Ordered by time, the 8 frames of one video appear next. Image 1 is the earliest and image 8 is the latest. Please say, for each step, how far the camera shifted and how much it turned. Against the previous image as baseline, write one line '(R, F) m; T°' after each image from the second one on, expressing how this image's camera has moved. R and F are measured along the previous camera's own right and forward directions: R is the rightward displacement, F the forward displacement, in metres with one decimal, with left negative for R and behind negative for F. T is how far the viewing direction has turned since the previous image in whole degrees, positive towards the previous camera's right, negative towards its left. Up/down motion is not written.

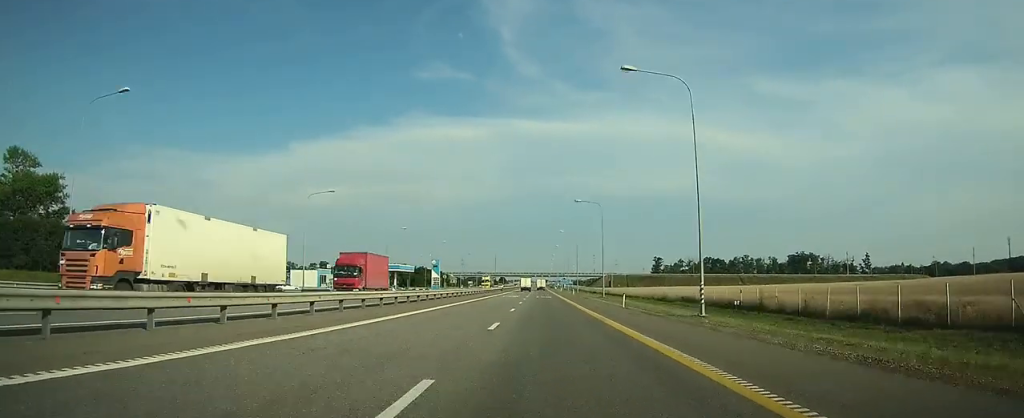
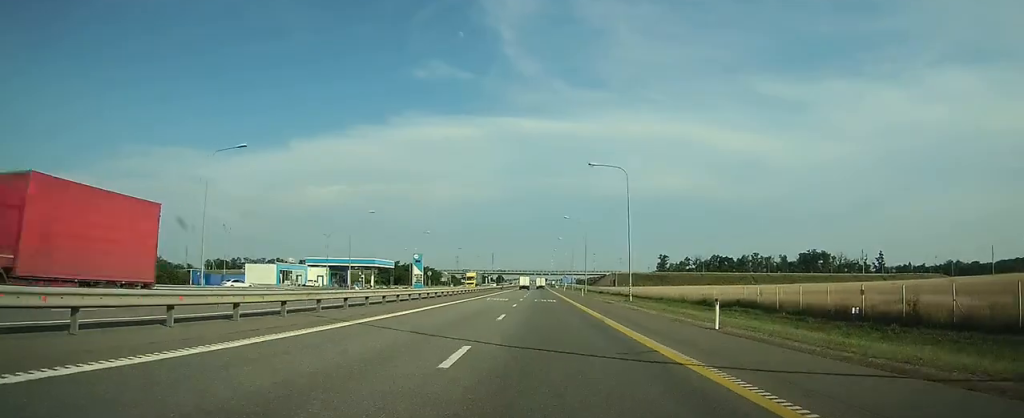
(0.0, +20.3) m; 0°
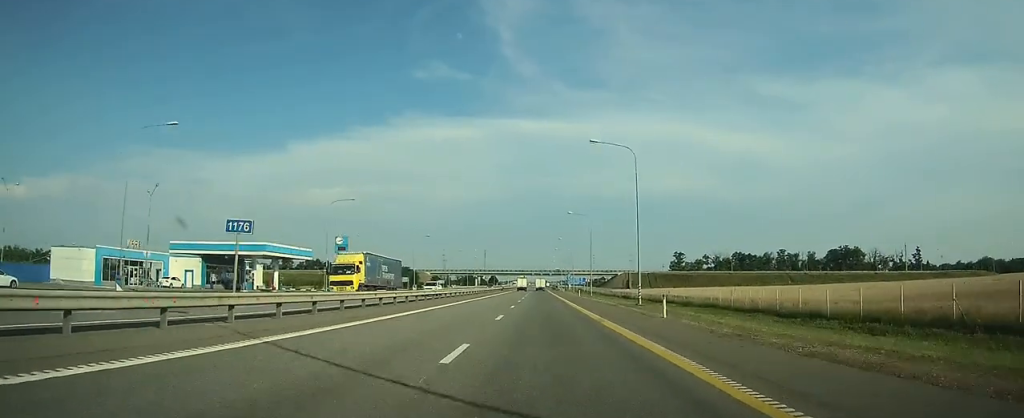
(+0.2, +48.2) m; 0°
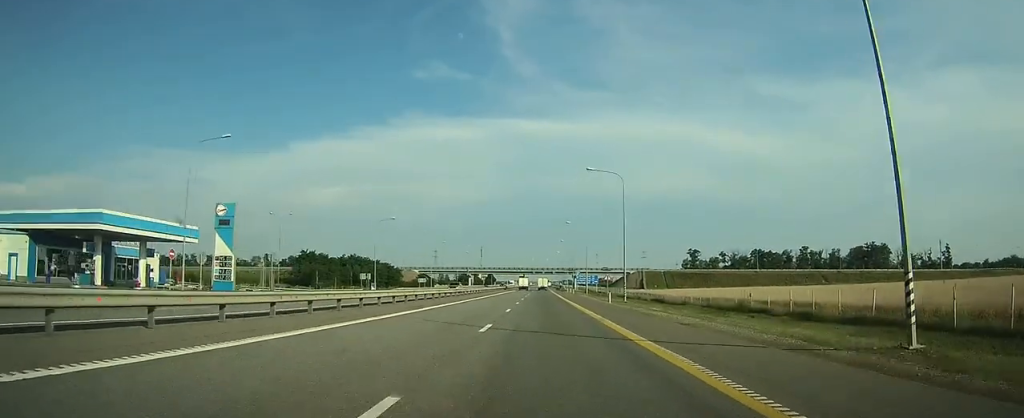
(0.0, +30.6) m; 0°
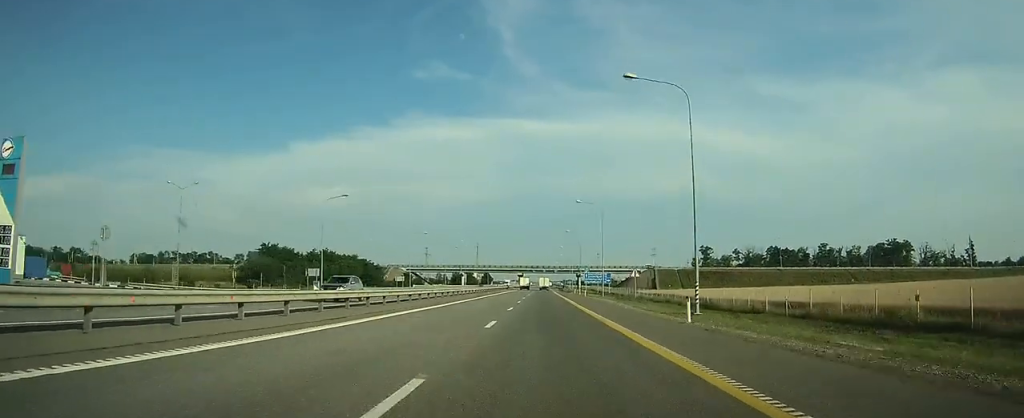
(0.0, +23.1) m; 0°
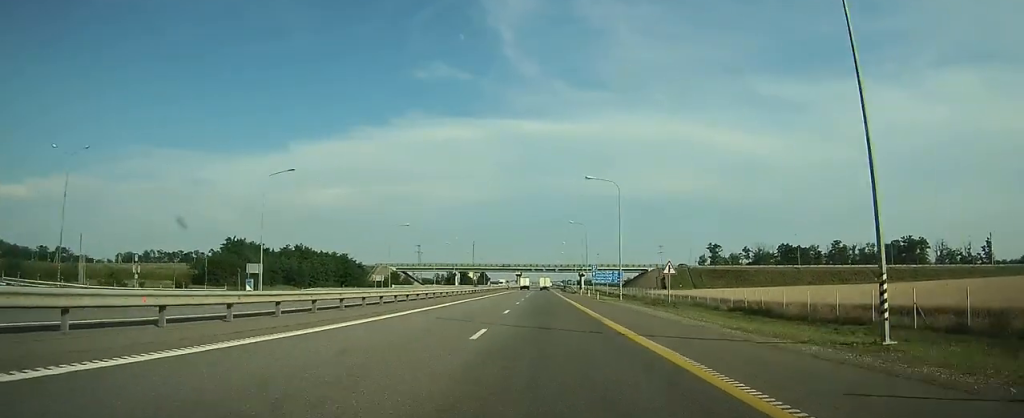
(-0.1, +15.6) m; 0°
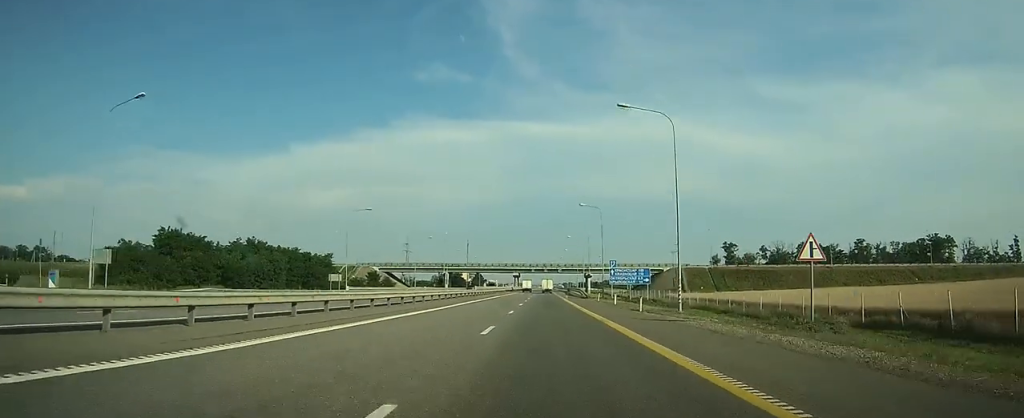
(0.0, +22.9) m; 0°
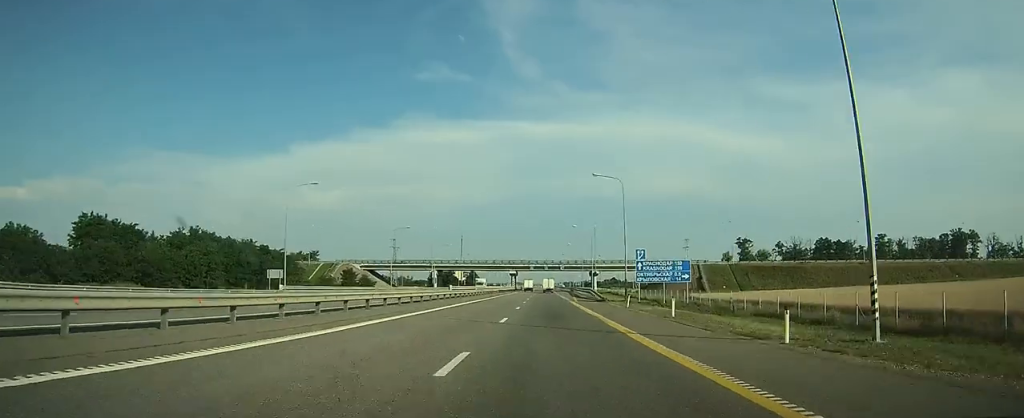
(0.0, +19.2) m; 0°
